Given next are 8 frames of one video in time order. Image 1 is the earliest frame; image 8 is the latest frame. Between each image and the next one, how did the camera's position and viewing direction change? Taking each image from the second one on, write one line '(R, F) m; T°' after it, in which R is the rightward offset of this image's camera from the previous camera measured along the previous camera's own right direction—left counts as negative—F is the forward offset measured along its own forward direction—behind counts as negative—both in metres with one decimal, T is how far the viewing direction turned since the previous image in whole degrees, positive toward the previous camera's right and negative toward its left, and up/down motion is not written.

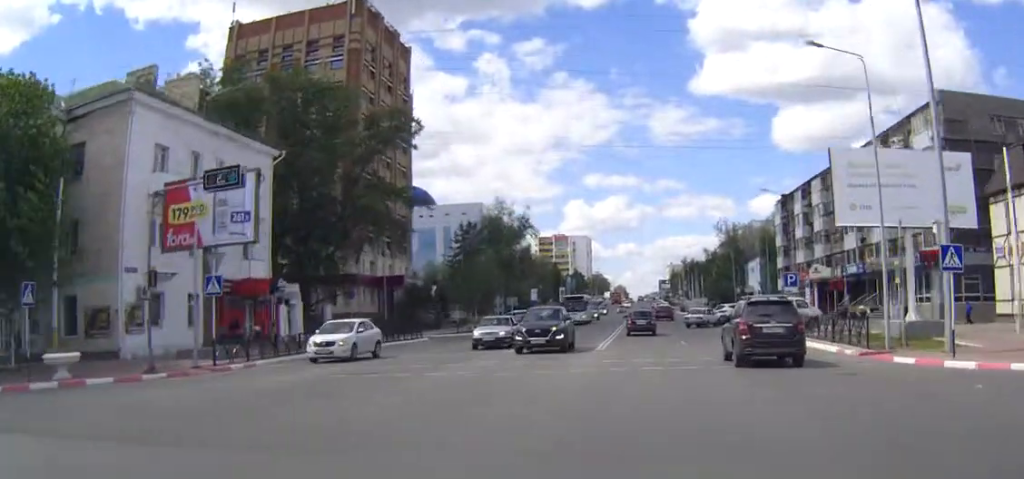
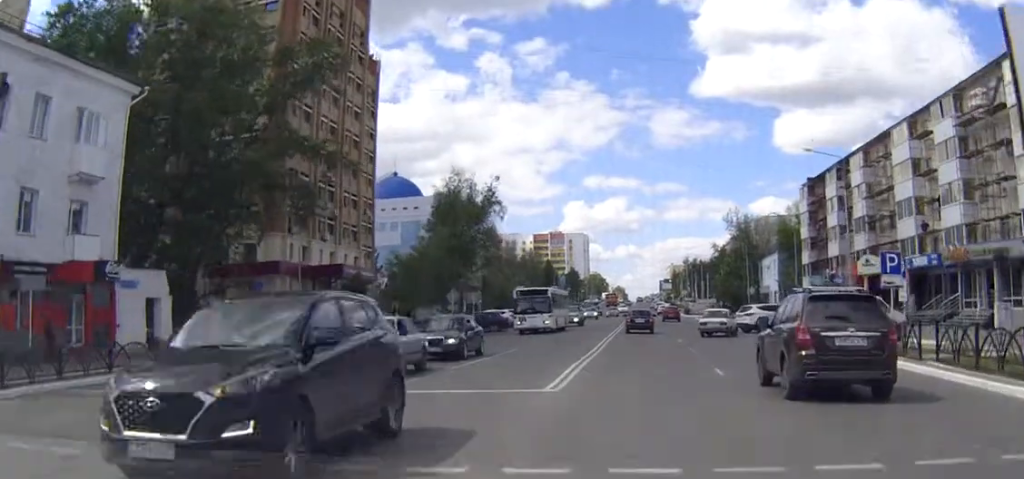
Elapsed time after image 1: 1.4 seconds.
(-0.1, +17.0) m; 0°
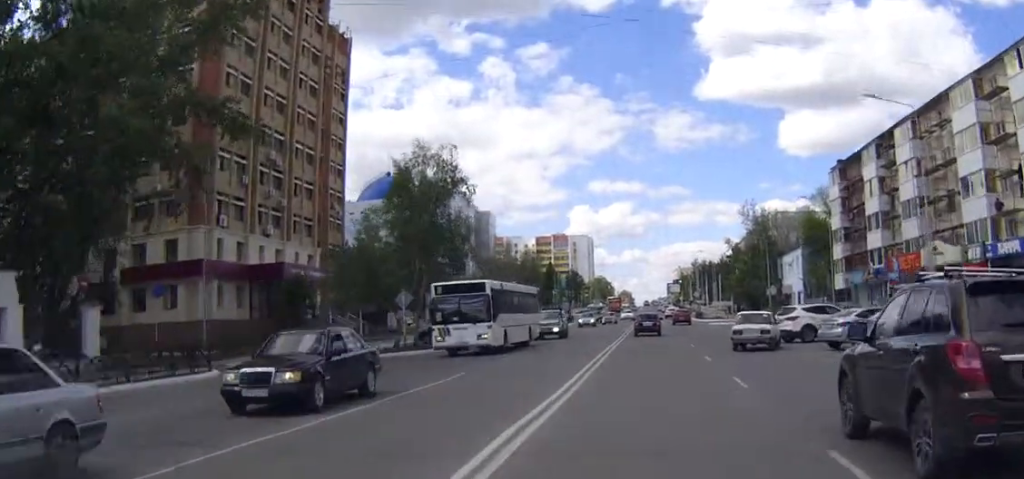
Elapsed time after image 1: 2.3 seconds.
(0.0, +12.4) m; 0°
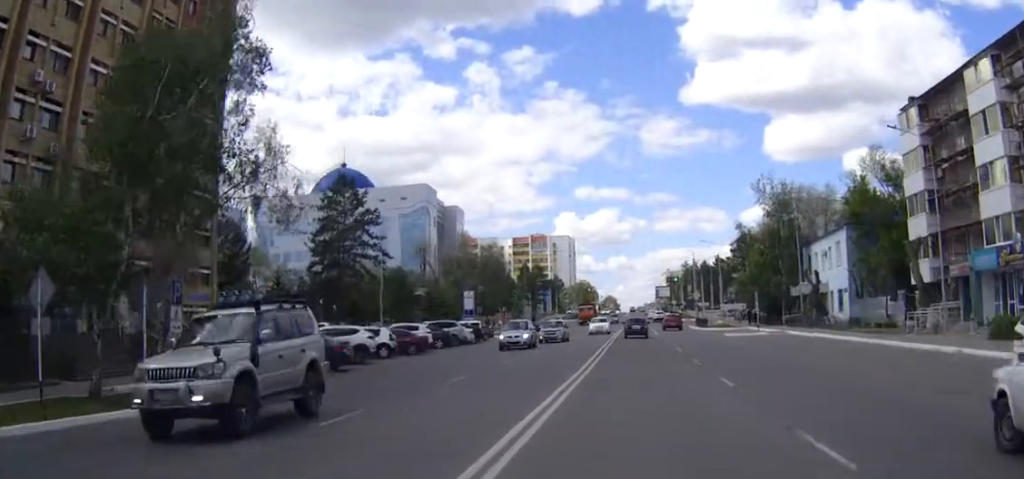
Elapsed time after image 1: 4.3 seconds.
(+0.3, +26.4) m; +1°
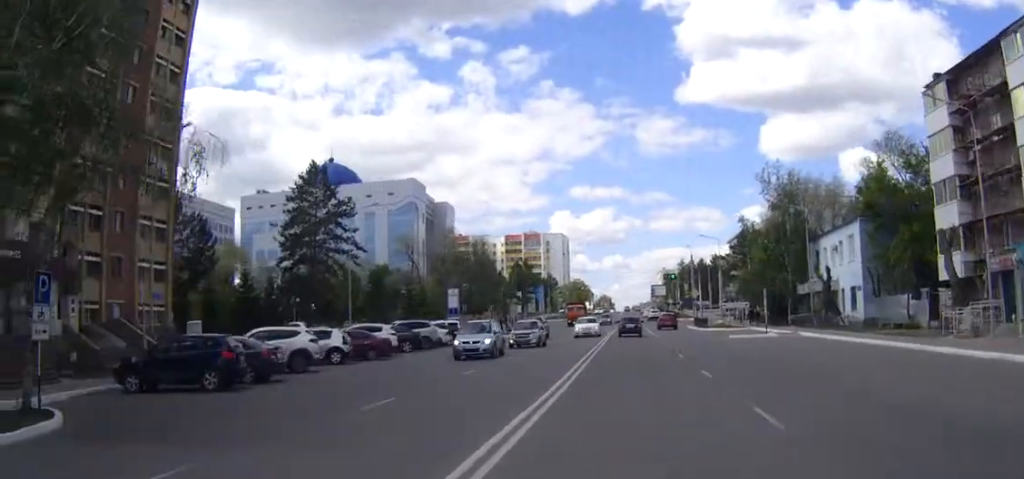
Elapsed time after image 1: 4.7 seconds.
(0.0, +6.0) m; 0°
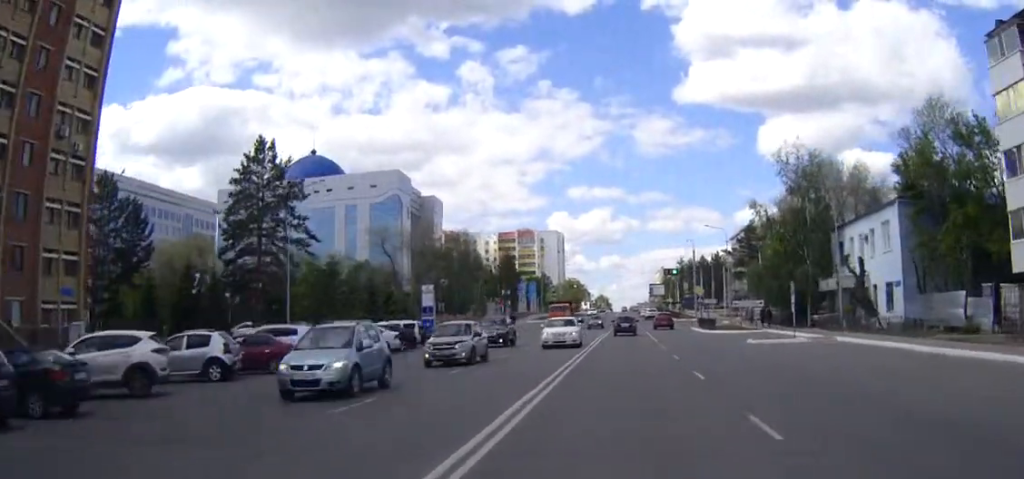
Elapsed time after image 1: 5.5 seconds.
(0.0, +10.5) m; 0°
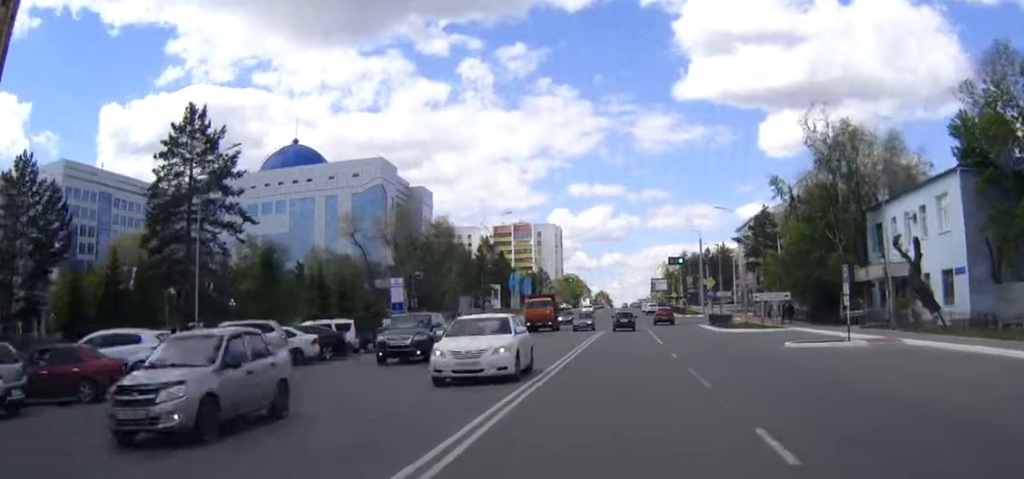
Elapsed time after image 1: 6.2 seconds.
(-0.1, +10.9) m; 0°
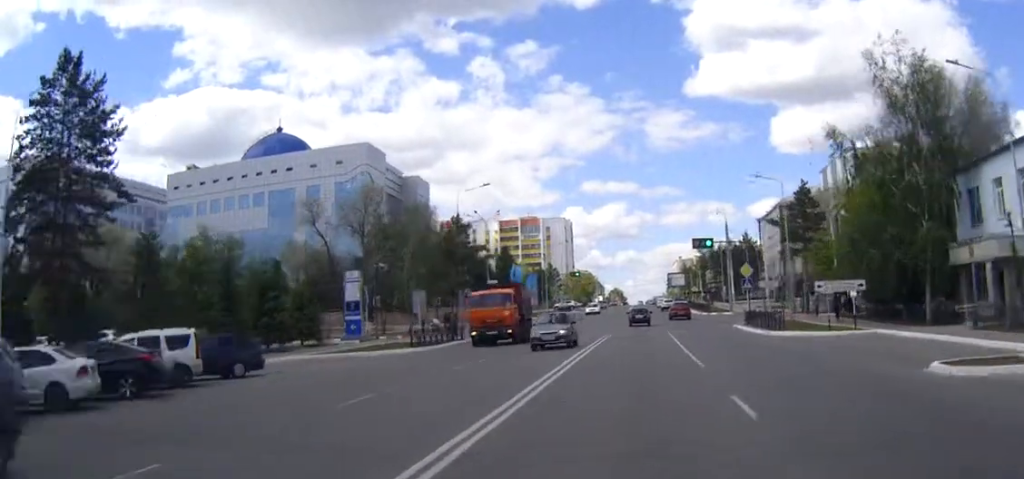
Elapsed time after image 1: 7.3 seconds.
(-0.1, +15.1) m; -1°
